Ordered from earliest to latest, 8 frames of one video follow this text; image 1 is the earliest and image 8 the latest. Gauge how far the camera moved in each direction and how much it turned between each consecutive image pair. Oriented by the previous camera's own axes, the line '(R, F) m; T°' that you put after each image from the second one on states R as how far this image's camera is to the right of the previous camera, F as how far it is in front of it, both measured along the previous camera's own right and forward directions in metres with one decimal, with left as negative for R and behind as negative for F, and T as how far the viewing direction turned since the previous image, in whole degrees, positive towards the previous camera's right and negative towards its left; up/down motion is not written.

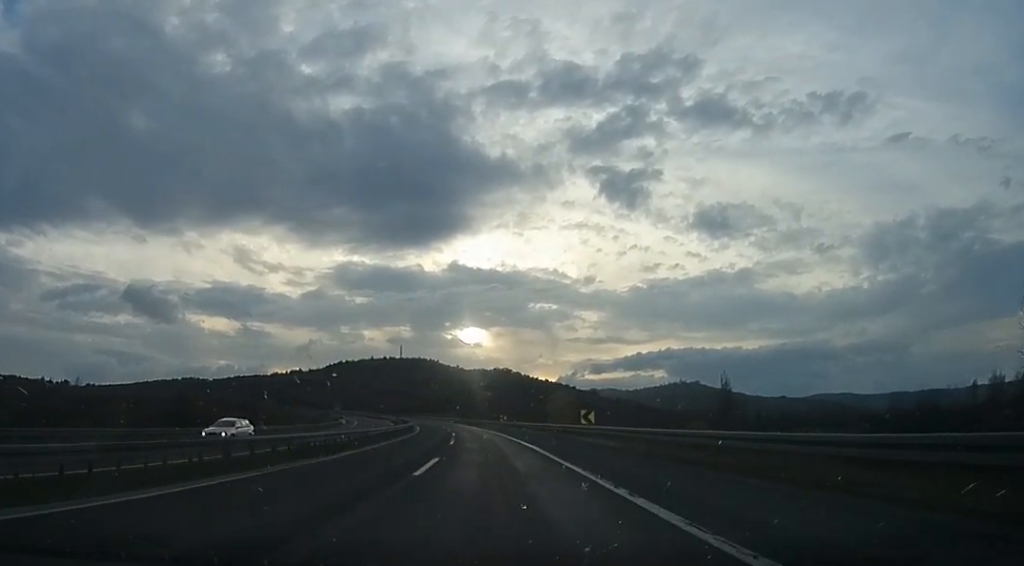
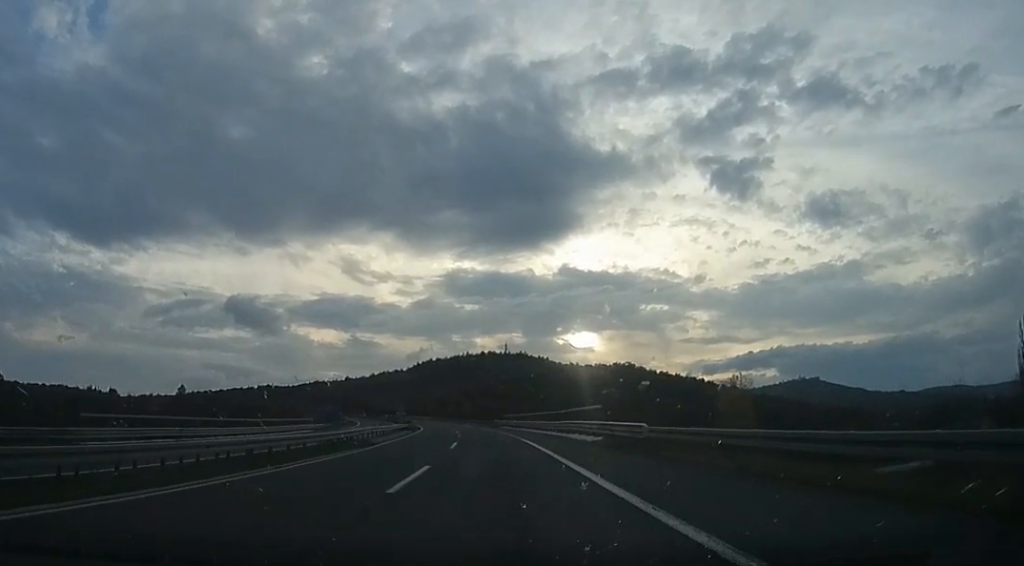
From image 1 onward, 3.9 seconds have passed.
(-6.3, +109.0) m; -9°
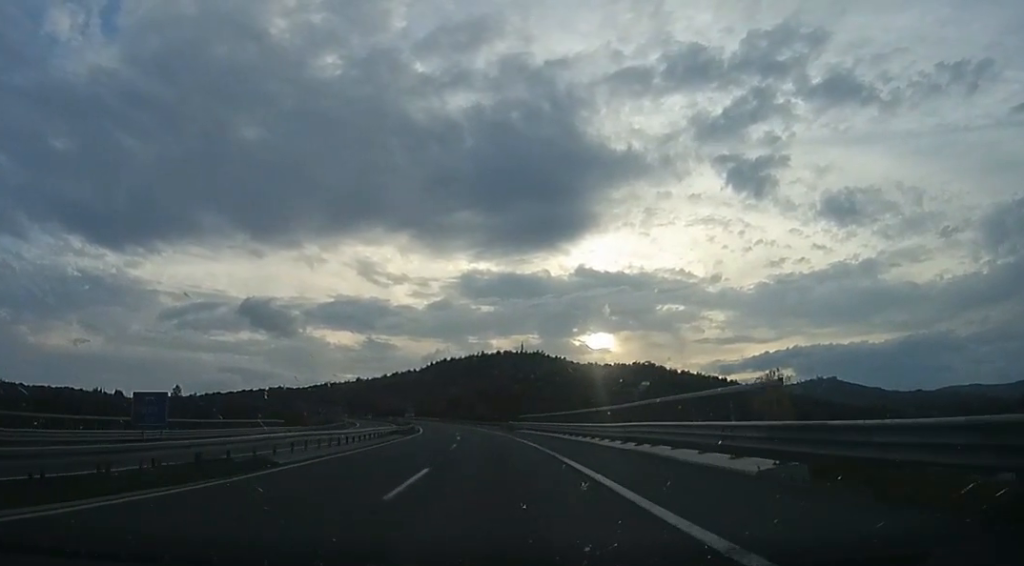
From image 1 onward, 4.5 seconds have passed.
(-0.7, +16.9) m; -1°
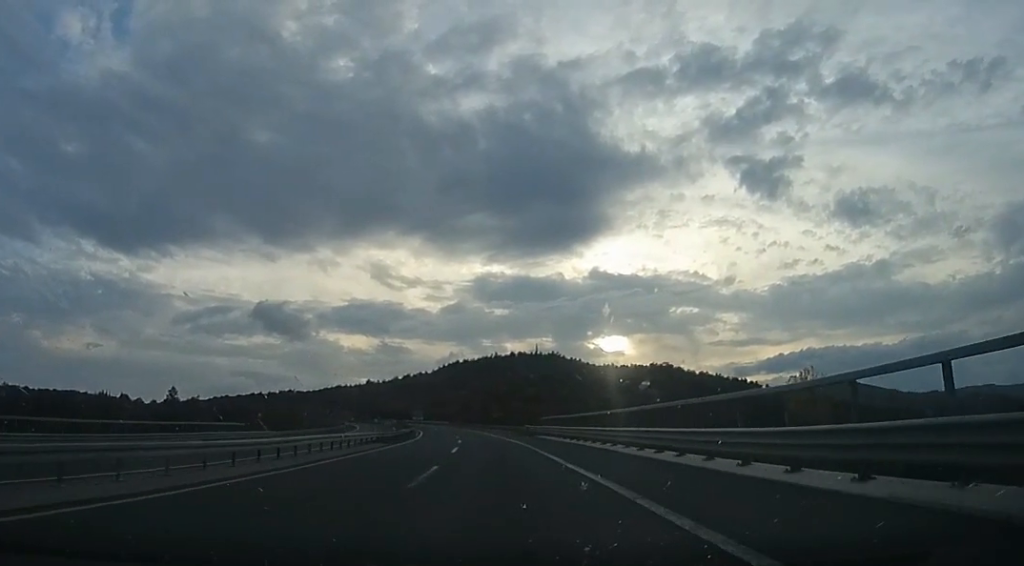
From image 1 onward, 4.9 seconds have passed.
(+0.1, +13.7) m; -1°
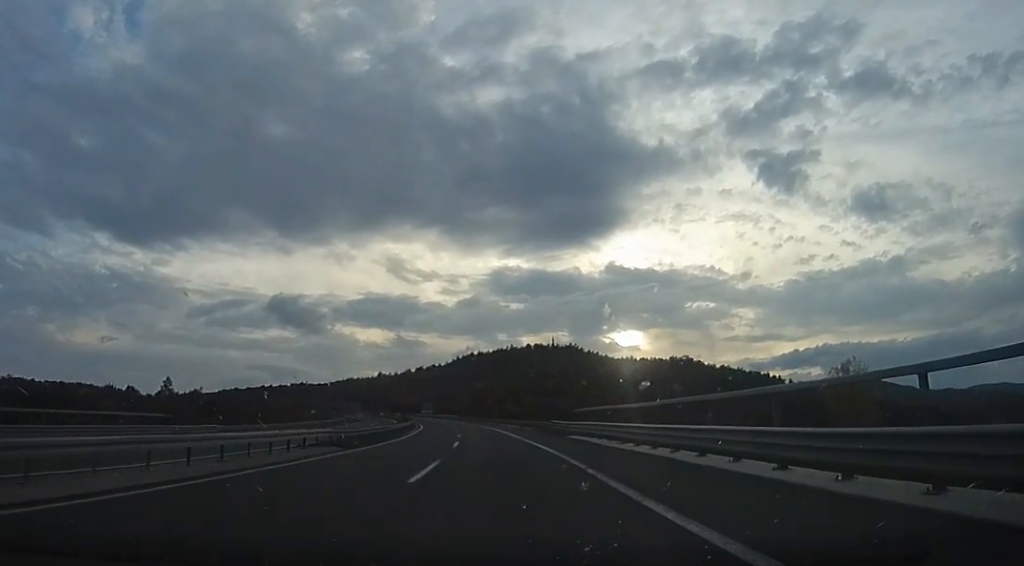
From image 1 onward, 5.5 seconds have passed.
(+0.6, +15.1) m; -1°
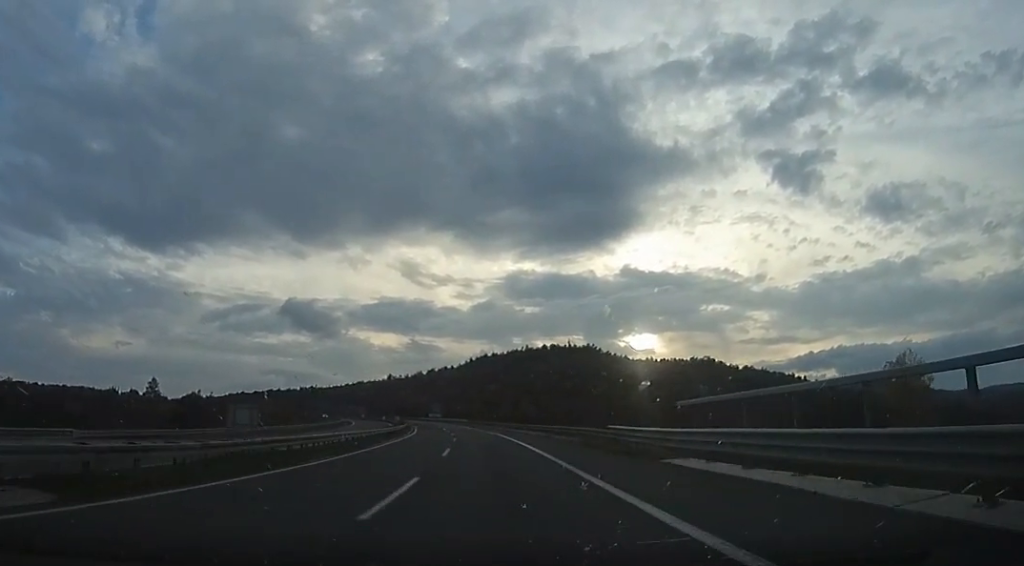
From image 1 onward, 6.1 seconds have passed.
(-0.9, +18.9) m; -3°
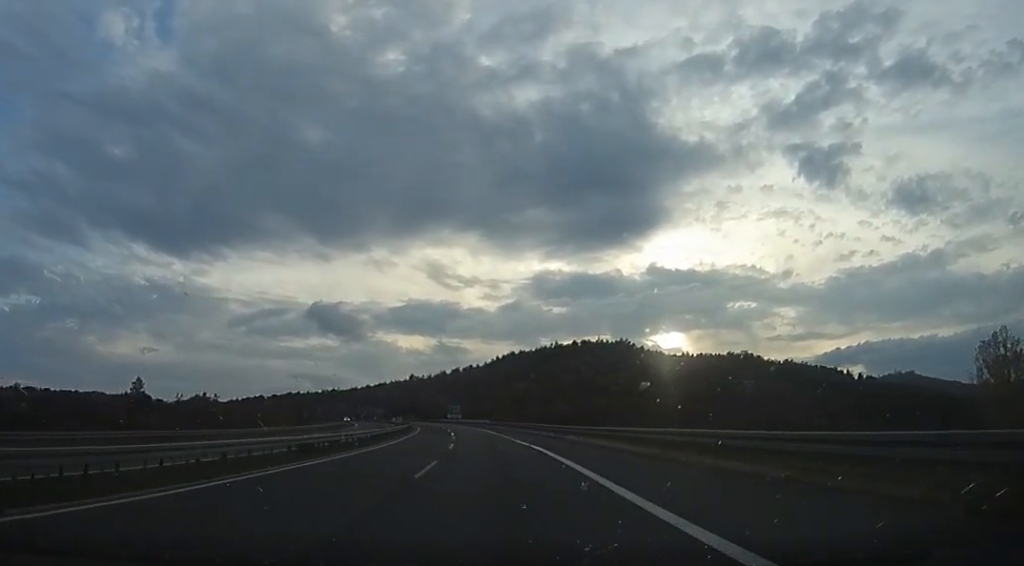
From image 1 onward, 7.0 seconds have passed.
(-1.0, +24.6) m; -3°
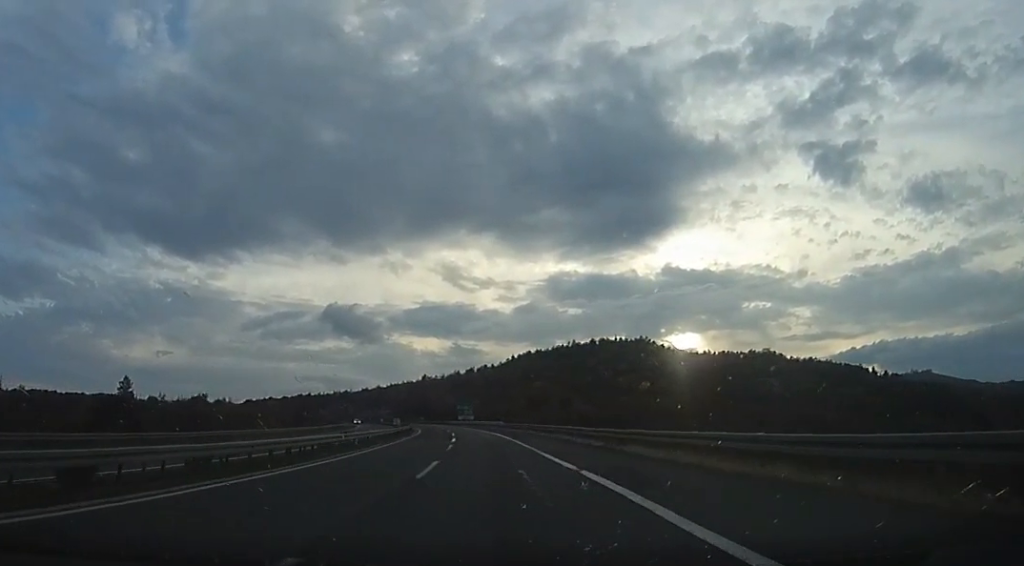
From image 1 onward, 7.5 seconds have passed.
(-0.2, +14.2) m; -1°
